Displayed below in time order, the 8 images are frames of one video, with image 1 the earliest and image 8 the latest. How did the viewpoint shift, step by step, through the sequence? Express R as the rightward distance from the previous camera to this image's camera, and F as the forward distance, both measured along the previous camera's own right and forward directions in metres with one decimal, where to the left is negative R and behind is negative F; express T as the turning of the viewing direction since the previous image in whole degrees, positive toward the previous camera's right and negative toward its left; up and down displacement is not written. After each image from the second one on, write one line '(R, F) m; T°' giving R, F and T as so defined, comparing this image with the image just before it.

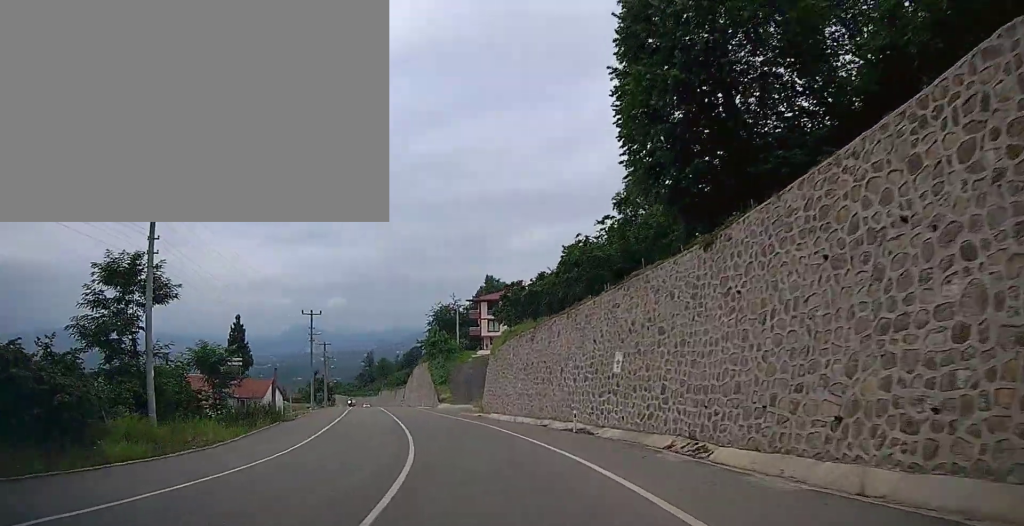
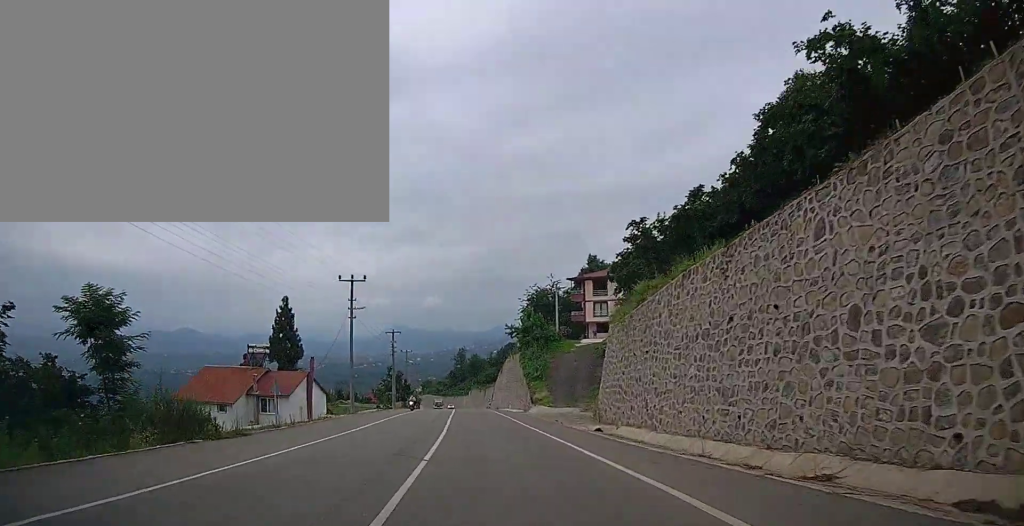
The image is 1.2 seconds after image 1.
(-1.6, +17.6) m; -11°
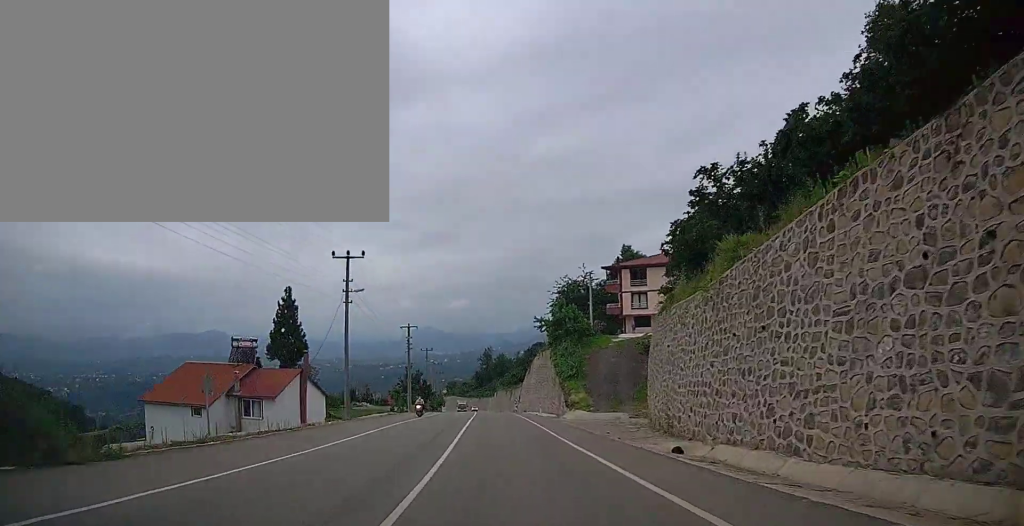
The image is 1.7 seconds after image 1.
(-0.5, +8.0) m; -3°
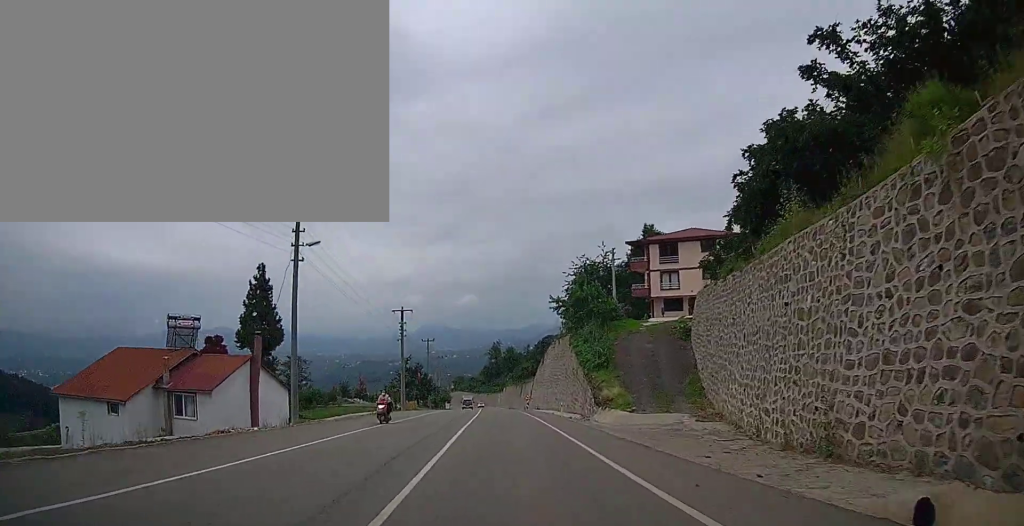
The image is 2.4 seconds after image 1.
(-0.4, +10.1) m; -3°
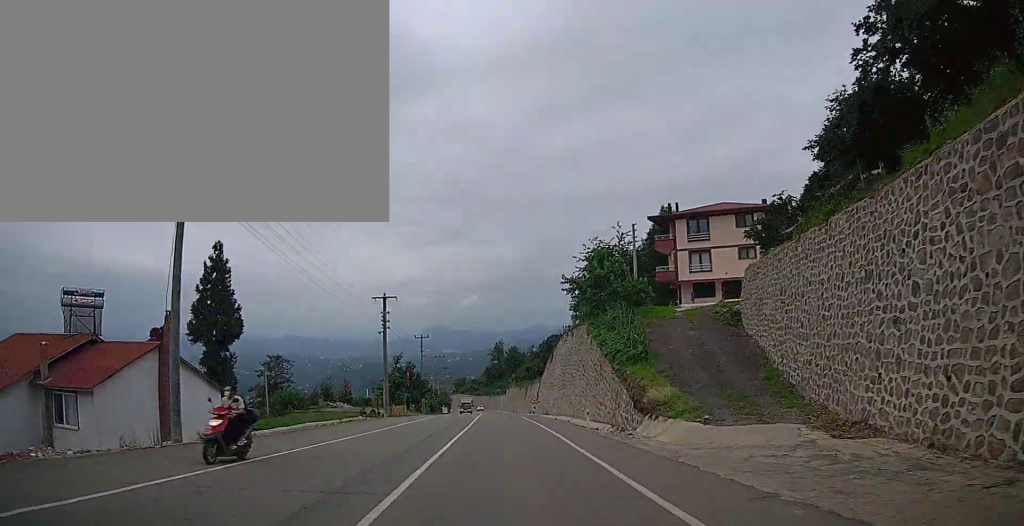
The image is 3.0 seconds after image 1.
(-0.2, +9.7) m; -1°
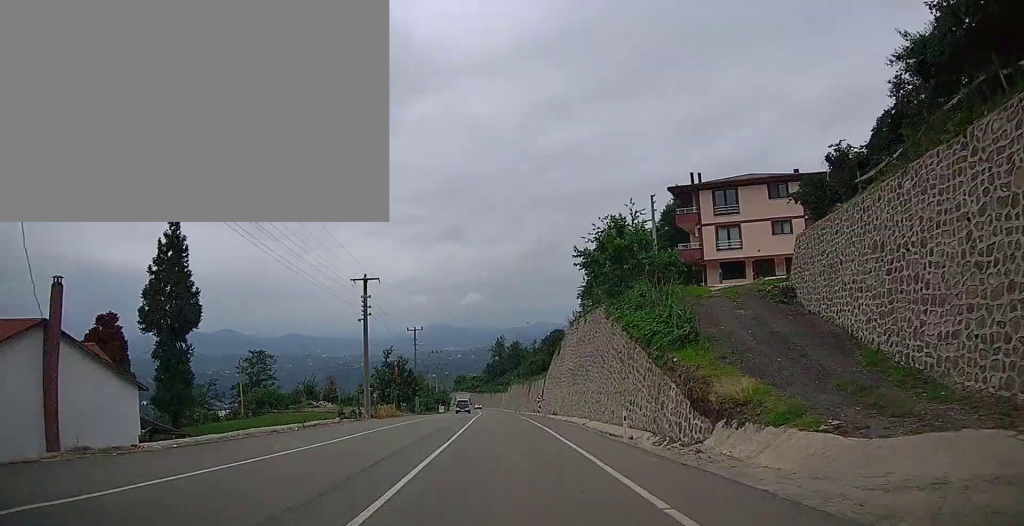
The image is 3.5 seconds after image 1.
(0.0, +7.2) m; 0°
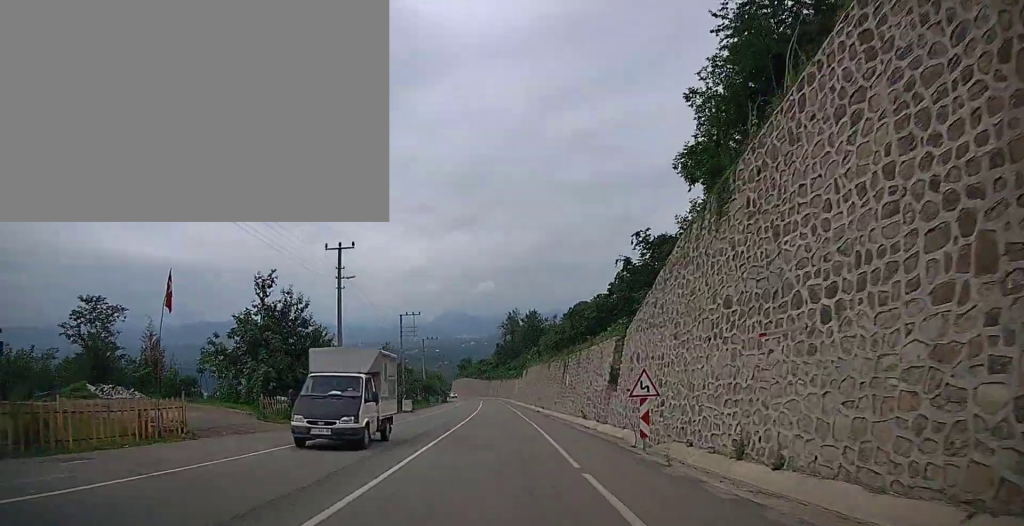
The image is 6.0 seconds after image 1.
(-0.1, +38.1) m; -1°
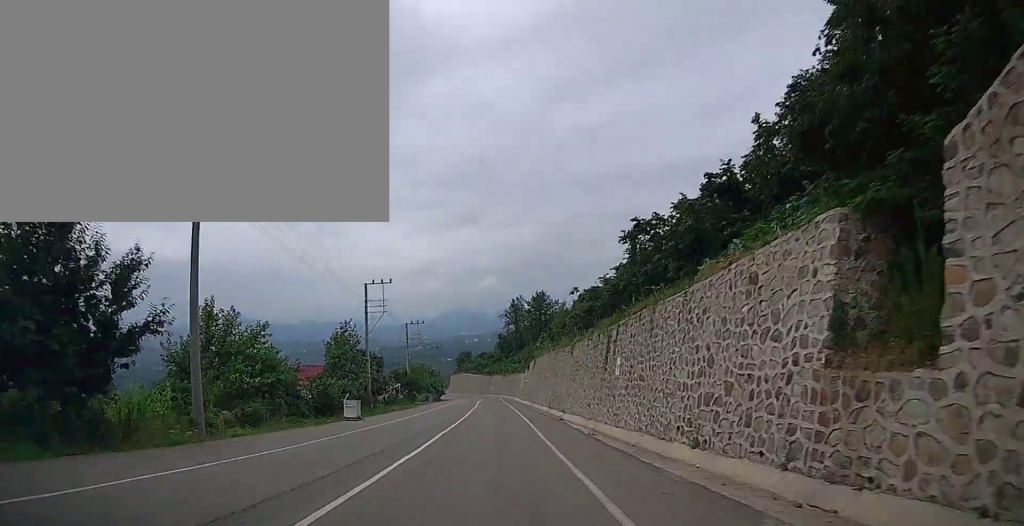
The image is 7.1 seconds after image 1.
(-0.2, +17.3) m; -1°
